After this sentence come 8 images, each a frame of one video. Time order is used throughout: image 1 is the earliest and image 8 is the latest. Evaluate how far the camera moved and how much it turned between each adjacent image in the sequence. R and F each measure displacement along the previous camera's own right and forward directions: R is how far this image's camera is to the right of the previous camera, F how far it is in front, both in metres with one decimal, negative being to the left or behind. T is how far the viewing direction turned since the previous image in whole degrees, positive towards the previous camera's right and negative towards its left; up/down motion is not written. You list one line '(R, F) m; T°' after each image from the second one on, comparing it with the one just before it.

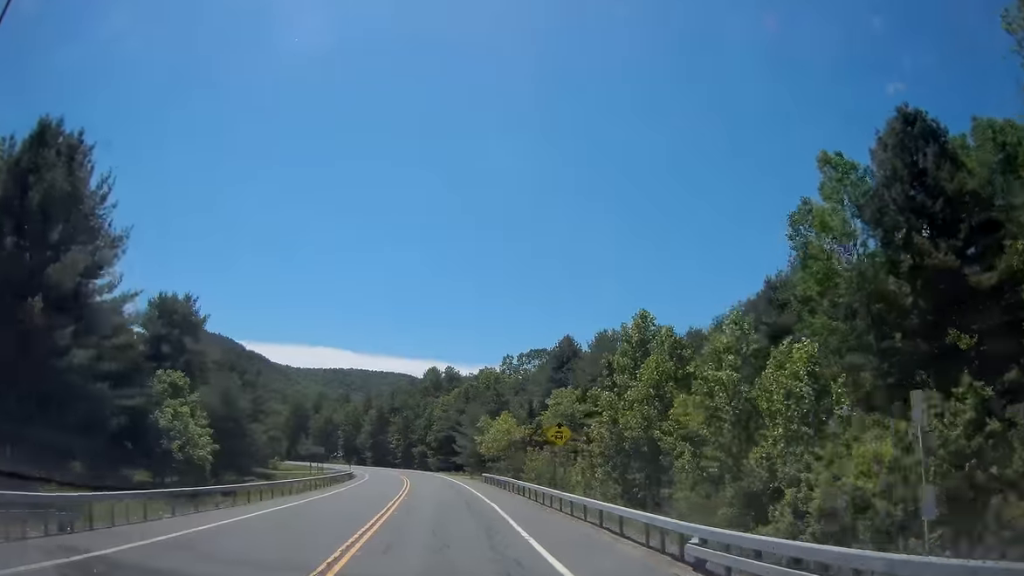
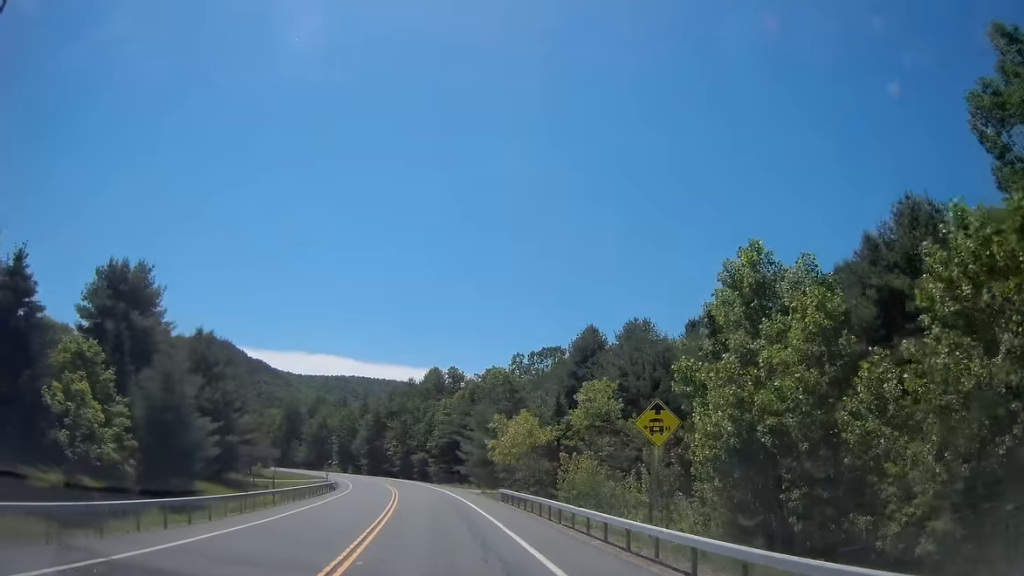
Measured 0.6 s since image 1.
(+0.2, +13.2) m; 0°
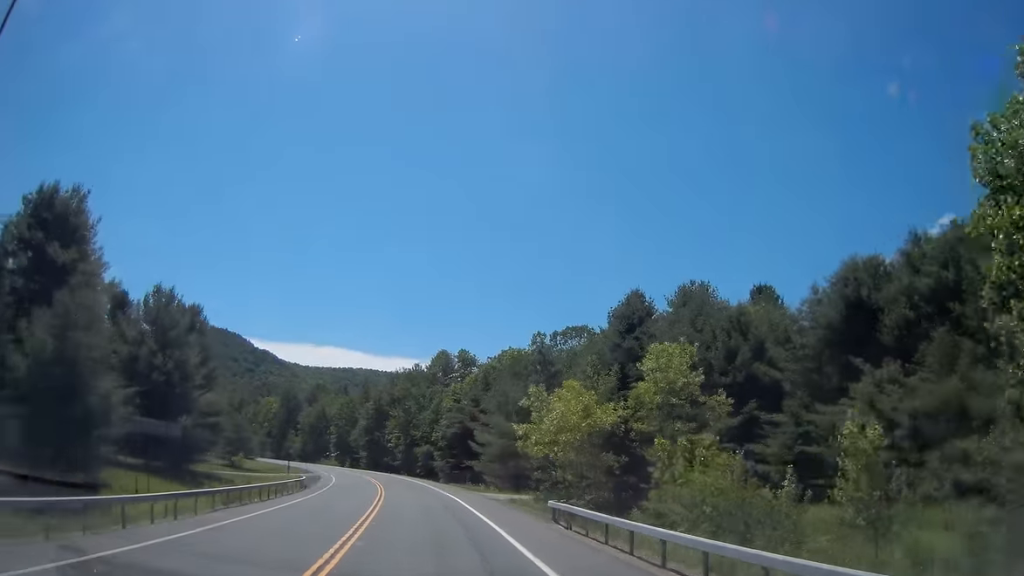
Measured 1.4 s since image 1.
(-0.2, +15.3) m; -1°
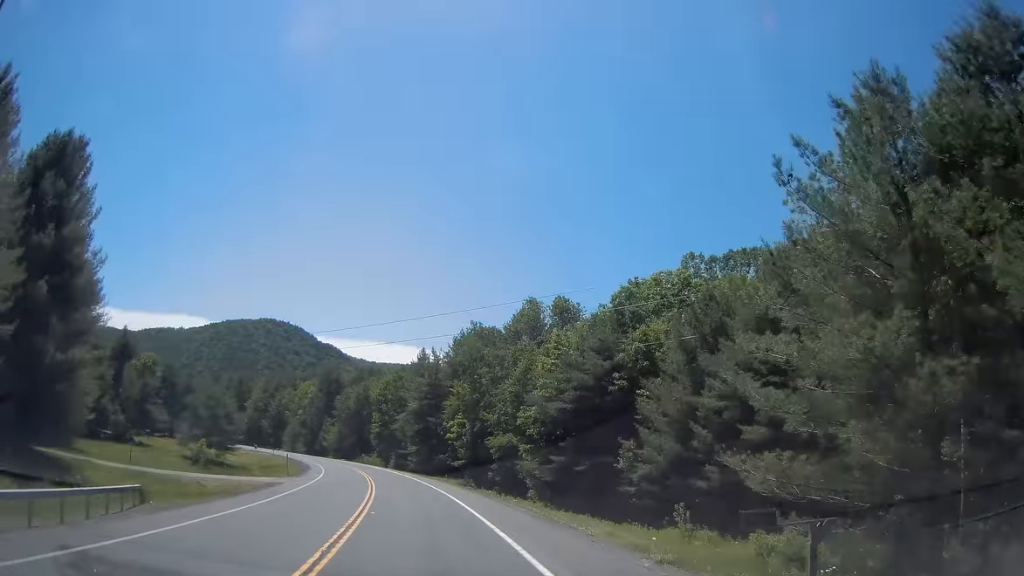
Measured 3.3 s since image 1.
(-1.7, +40.9) m; -6°
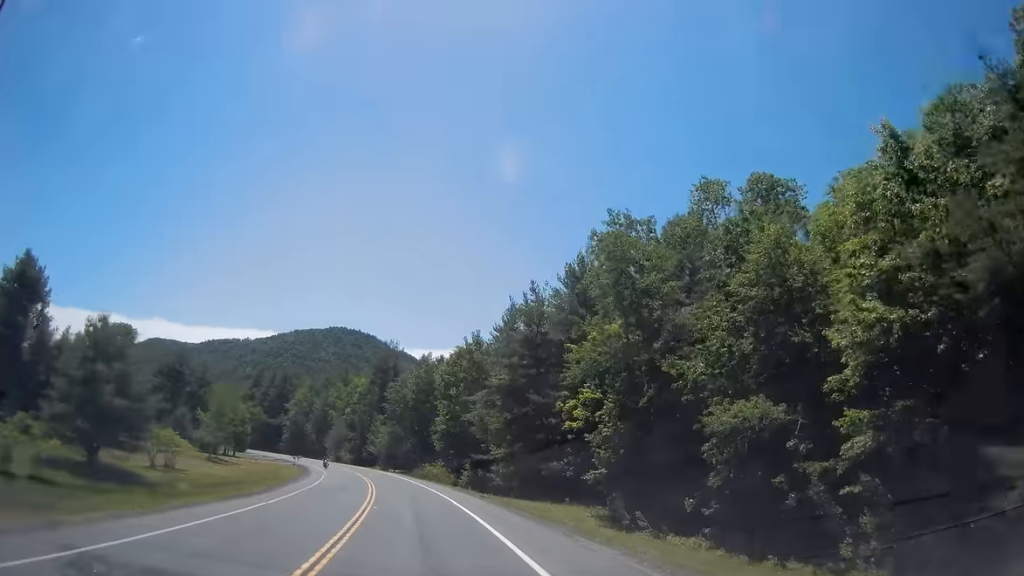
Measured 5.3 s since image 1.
(-2.6, +40.3) m; -7°
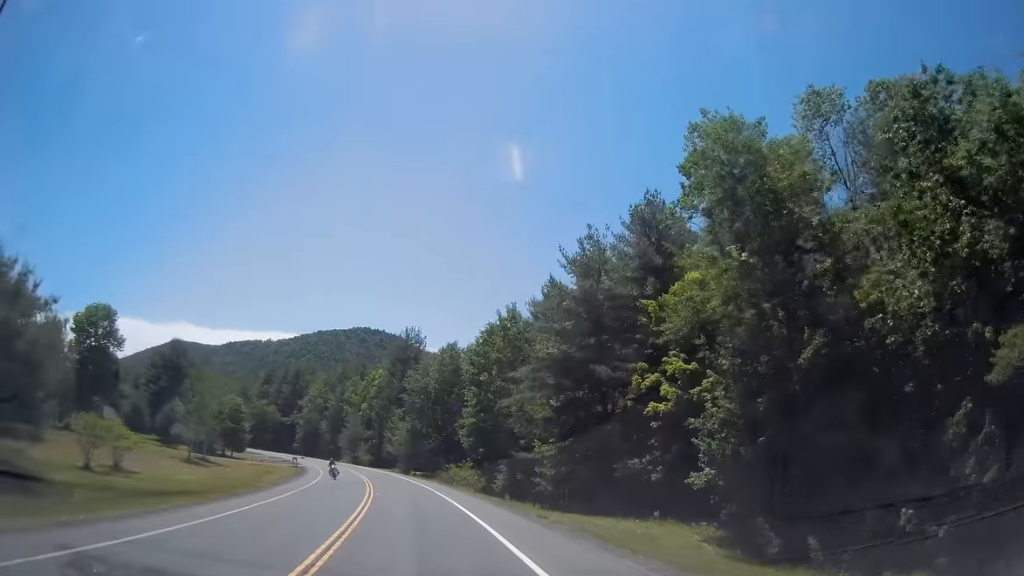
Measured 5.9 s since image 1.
(-0.2, +14.0) m; -2°
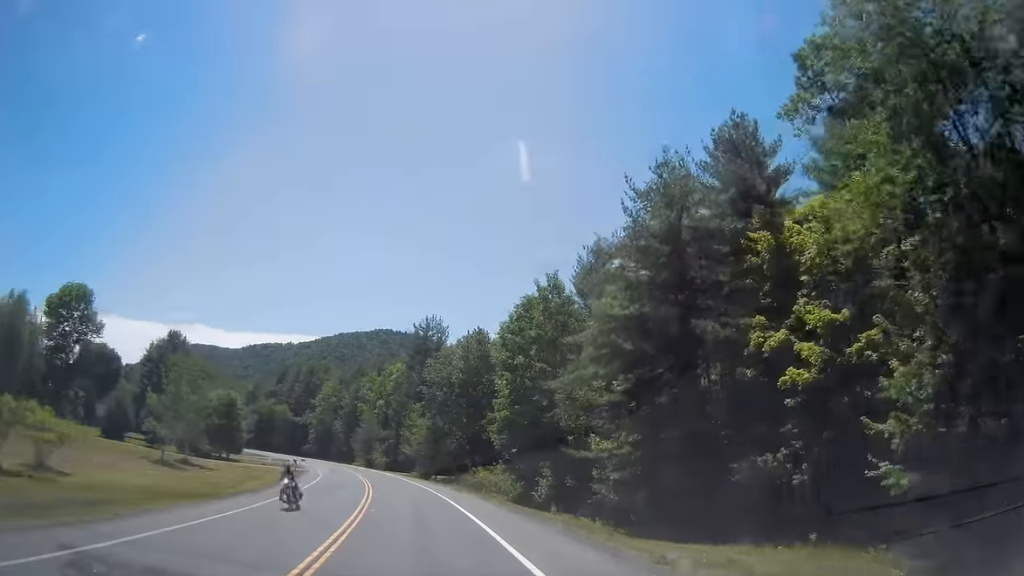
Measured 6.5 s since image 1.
(+0.1, +12.0) m; -3°
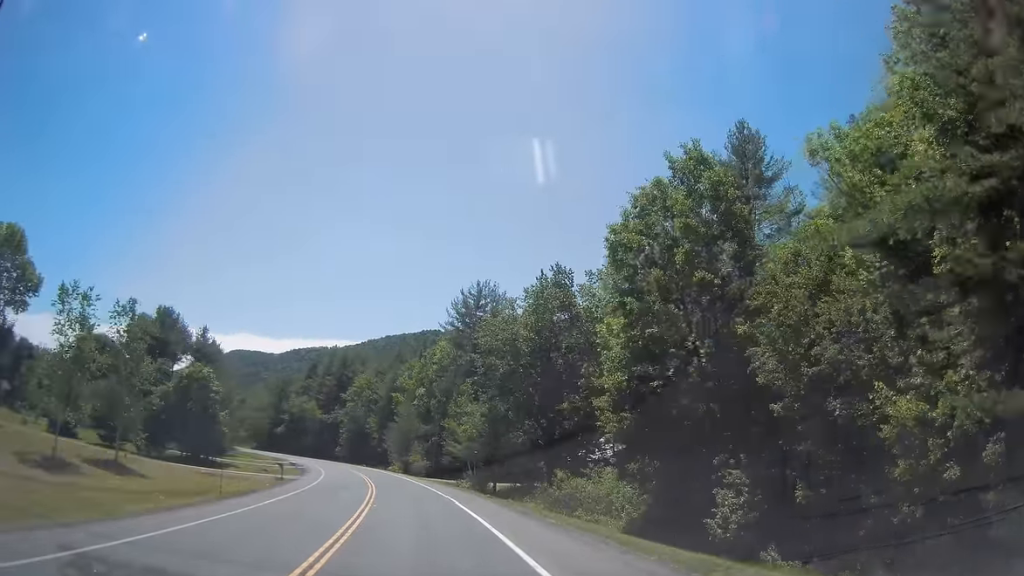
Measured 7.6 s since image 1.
(-1.3, +23.6) m; -5°
